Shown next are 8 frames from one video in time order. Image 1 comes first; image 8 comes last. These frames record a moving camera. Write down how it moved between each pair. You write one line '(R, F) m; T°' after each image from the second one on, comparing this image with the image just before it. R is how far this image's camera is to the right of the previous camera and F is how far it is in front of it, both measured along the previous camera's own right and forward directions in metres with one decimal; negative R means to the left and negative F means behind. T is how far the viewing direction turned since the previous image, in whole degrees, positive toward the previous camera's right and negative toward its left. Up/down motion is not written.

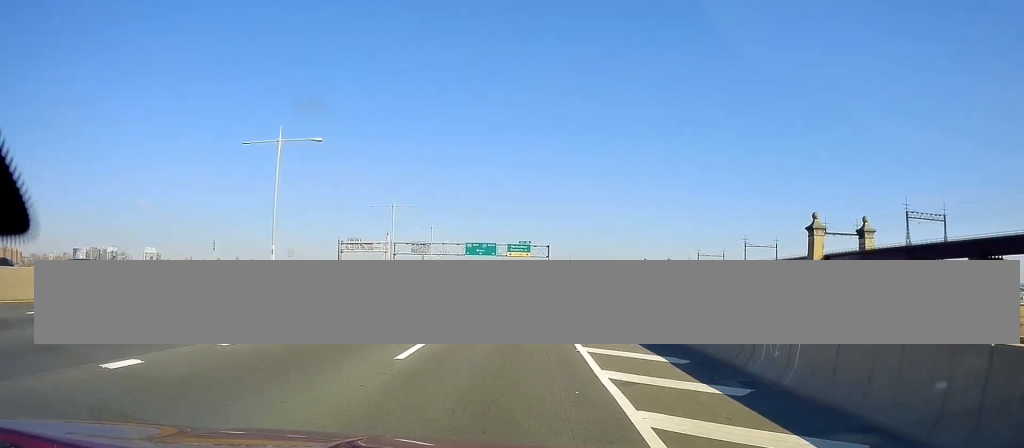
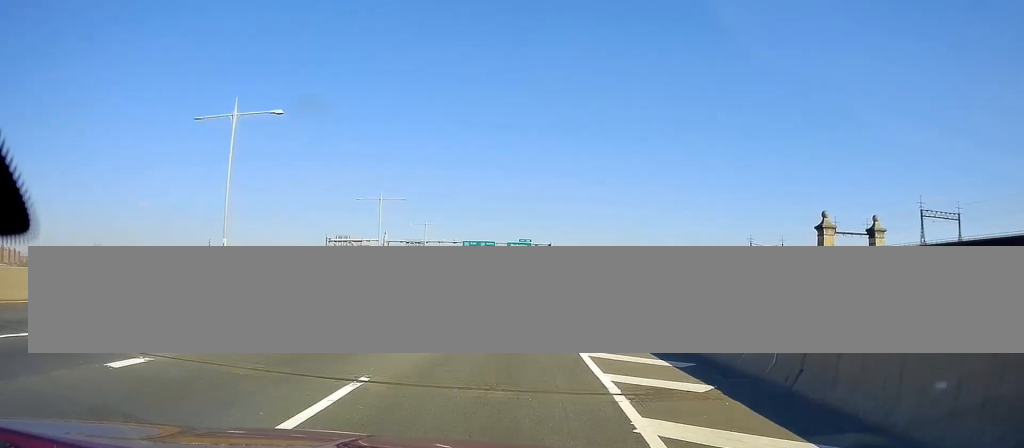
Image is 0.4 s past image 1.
(0.0, +7.1) m; 0°
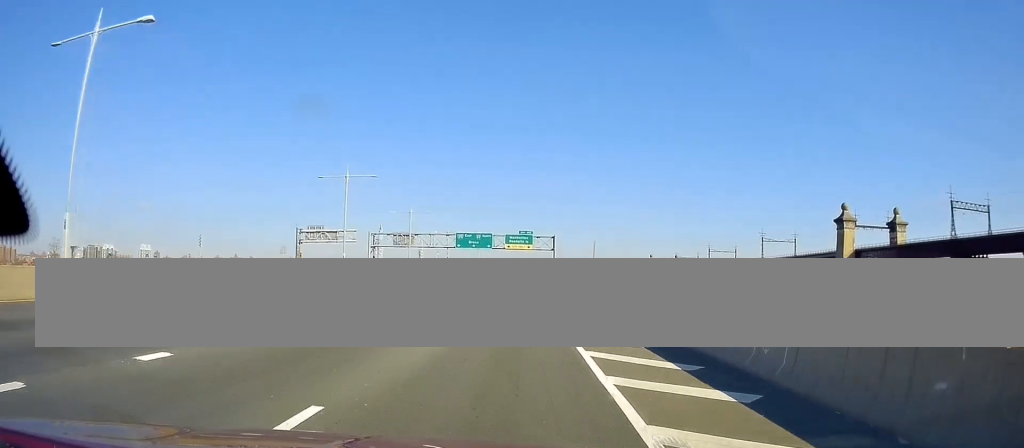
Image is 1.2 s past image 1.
(0.0, +13.7) m; -1°
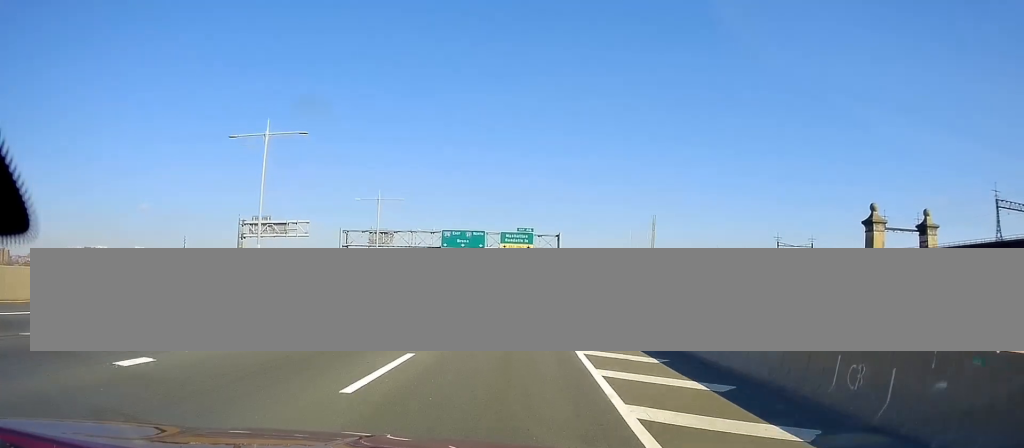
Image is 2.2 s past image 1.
(-0.2, +18.7) m; 0°
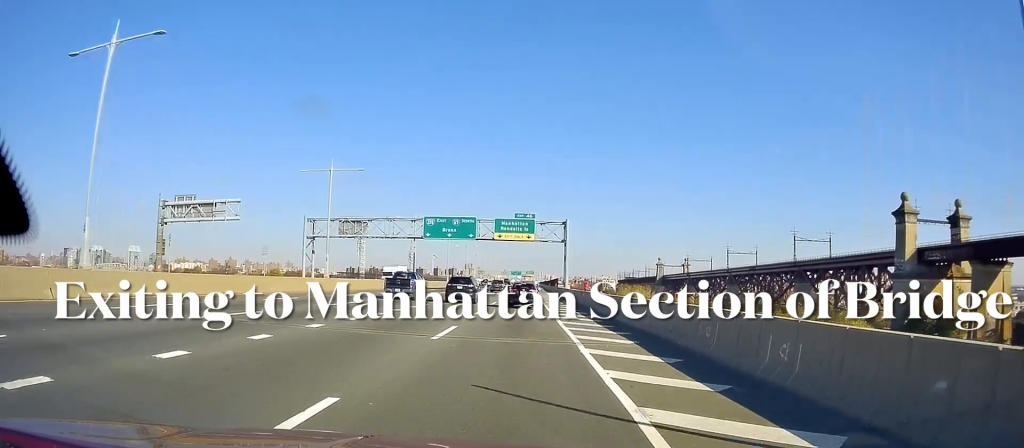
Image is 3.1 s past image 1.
(+0.1, +17.0) m; +1°
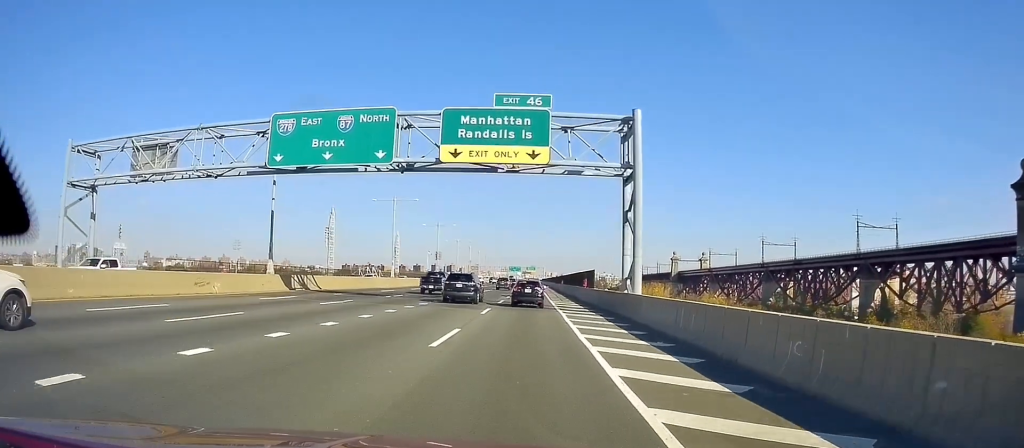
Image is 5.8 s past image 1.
(-0.5, +50.2) m; -2°
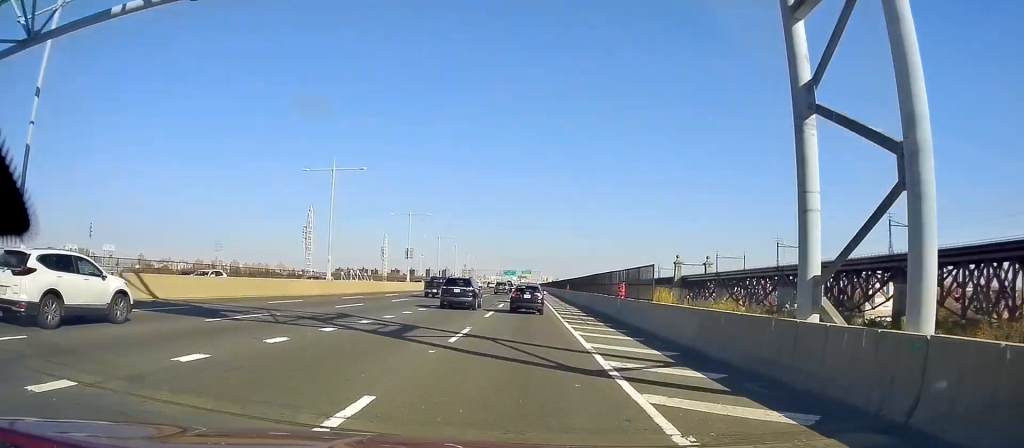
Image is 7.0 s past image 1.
(0.0, +22.1) m; +1°
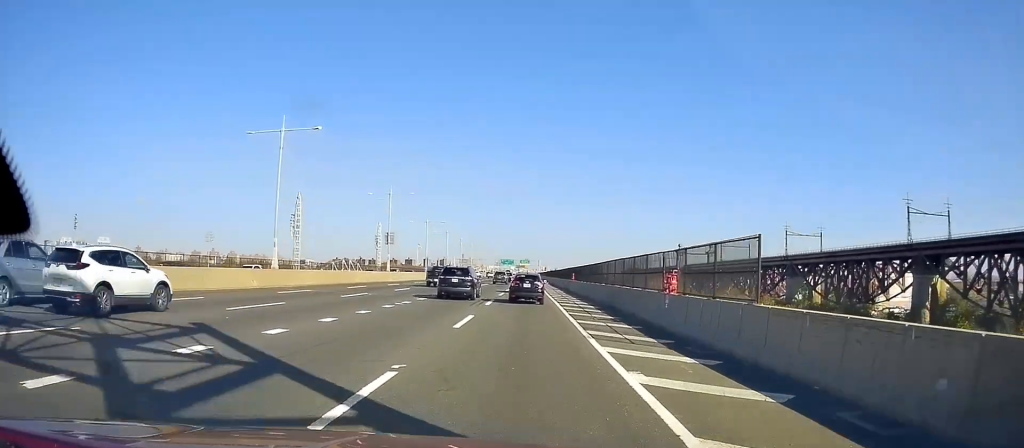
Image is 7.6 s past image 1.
(0.0, +10.8) m; +1°
